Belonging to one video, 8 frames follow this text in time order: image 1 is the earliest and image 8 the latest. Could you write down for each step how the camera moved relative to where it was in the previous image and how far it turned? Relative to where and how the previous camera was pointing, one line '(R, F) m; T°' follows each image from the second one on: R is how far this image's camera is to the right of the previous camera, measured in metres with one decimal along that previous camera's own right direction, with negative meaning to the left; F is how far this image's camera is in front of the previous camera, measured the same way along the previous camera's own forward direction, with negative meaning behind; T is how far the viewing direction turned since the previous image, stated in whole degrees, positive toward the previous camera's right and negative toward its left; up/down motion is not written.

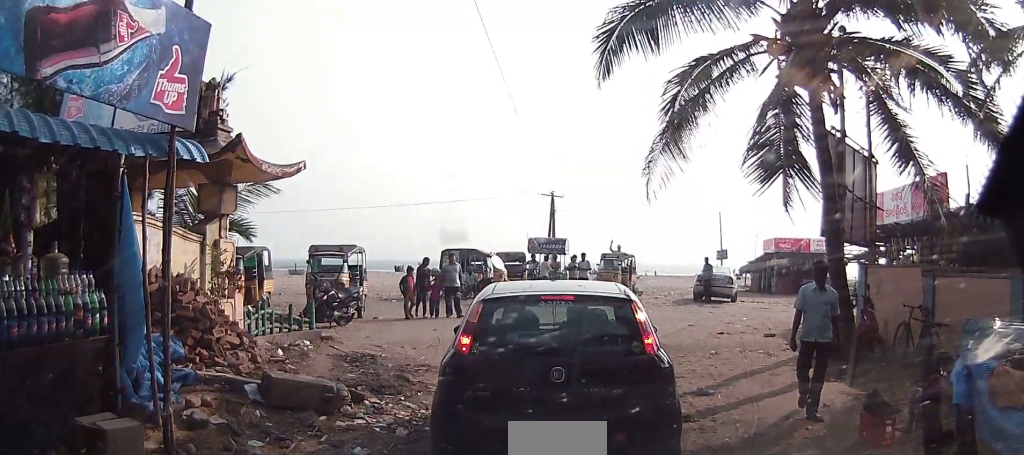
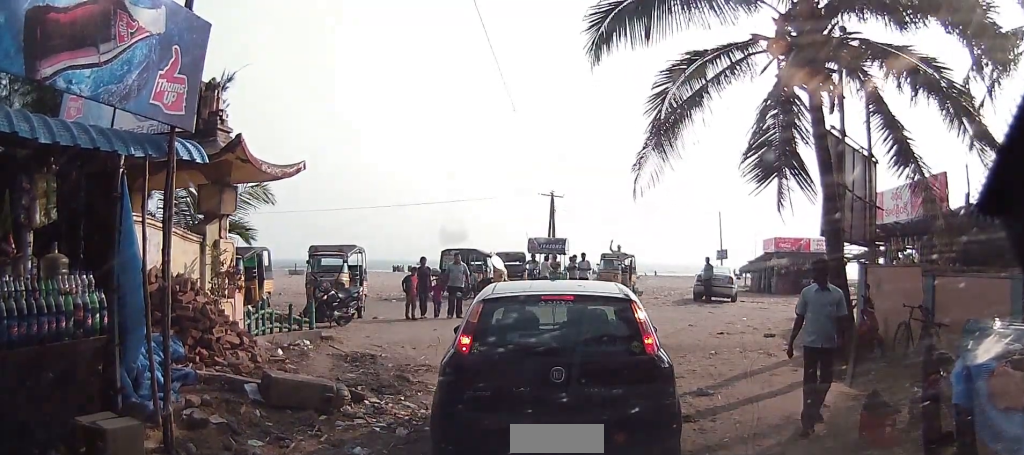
(0.0, 0.0) m; 0°
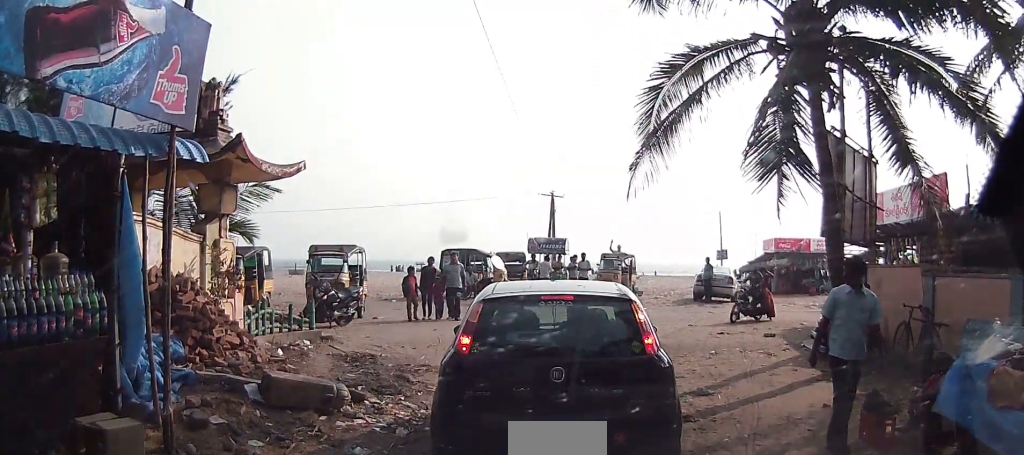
(0.0, 0.0) m; 0°
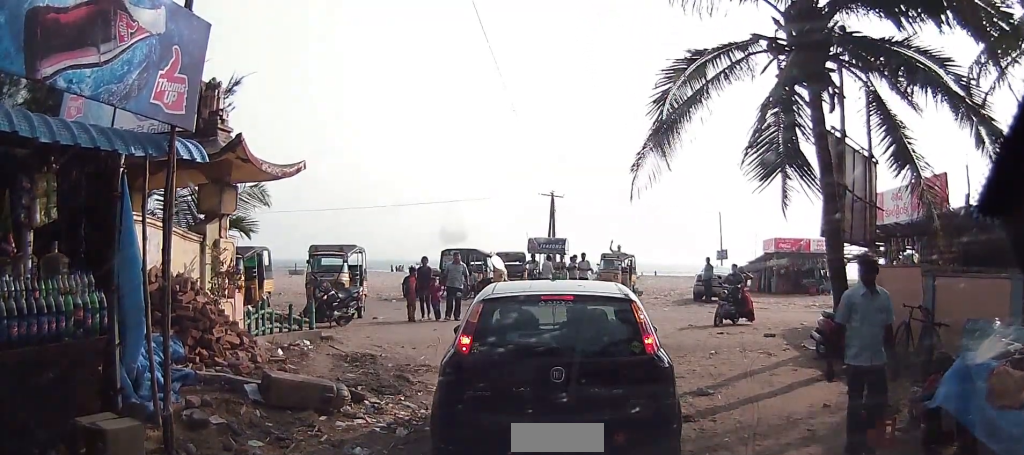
(0.0, 0.0) m; 0°
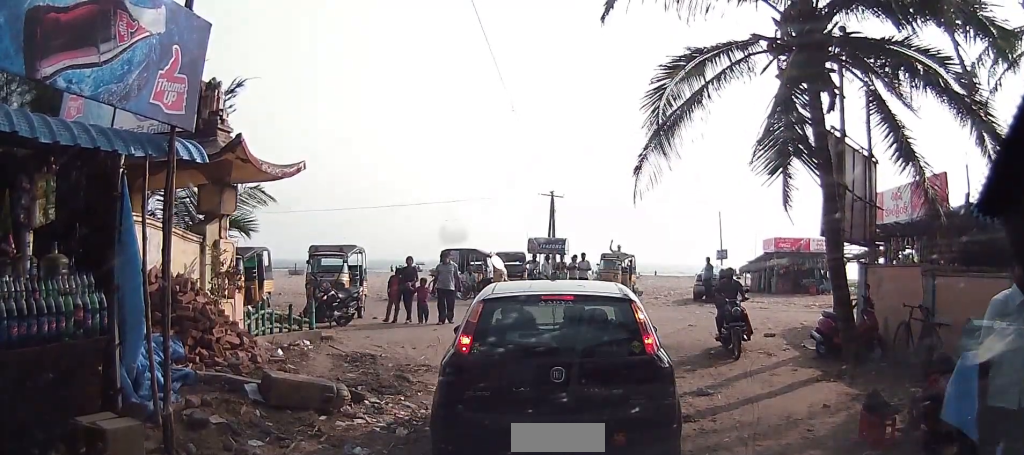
(0.0, 0.0) m; 0°
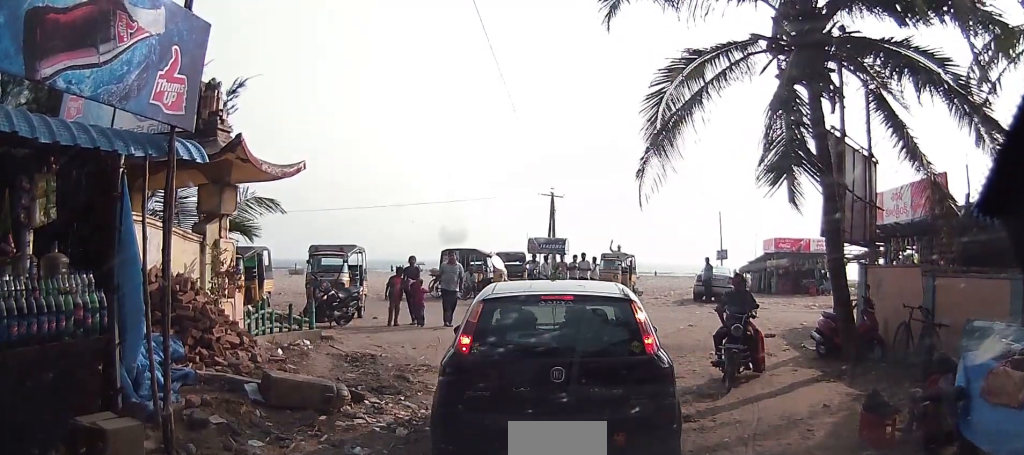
(0.0, 0.0) m; 0°
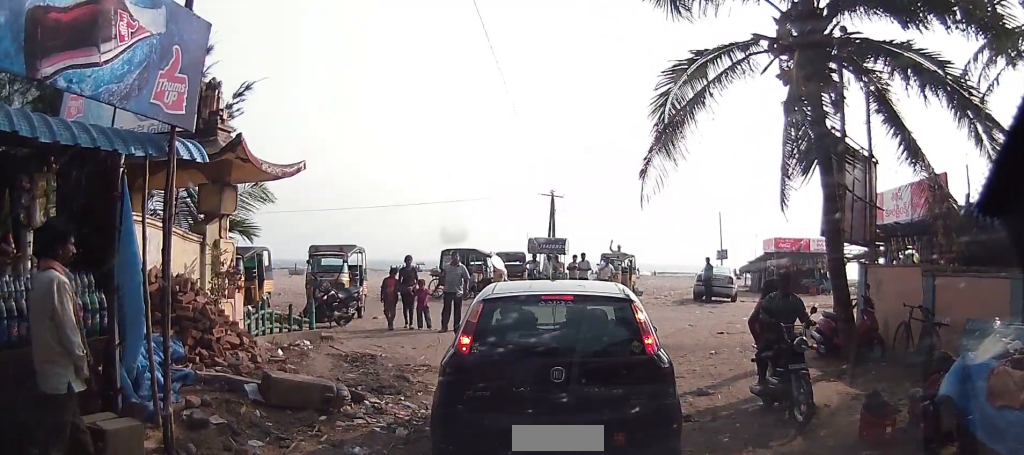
(0.0, 0.0) m; 0°
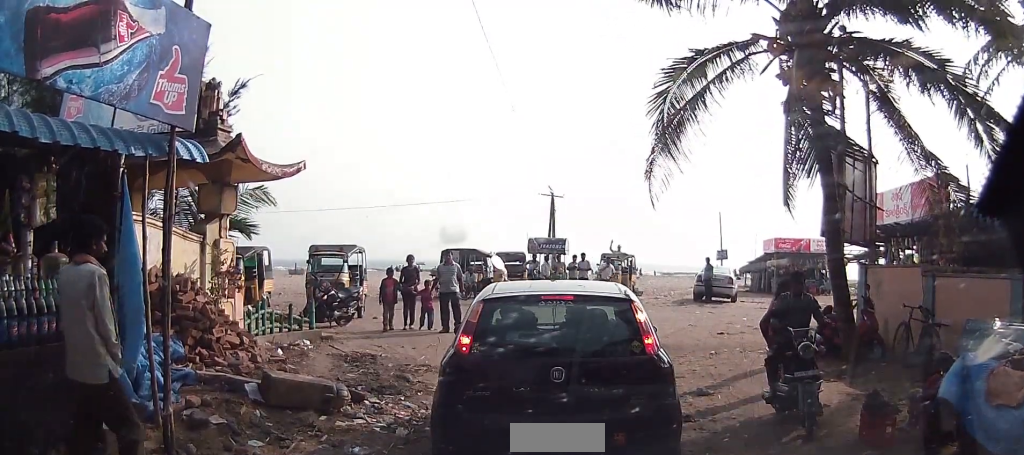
(0.0, 0.0) m; 0°
